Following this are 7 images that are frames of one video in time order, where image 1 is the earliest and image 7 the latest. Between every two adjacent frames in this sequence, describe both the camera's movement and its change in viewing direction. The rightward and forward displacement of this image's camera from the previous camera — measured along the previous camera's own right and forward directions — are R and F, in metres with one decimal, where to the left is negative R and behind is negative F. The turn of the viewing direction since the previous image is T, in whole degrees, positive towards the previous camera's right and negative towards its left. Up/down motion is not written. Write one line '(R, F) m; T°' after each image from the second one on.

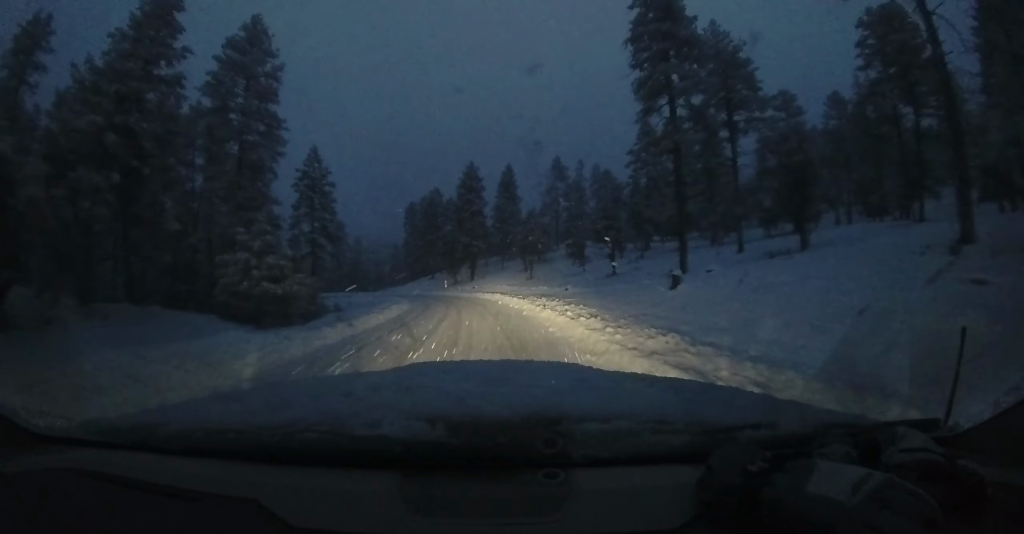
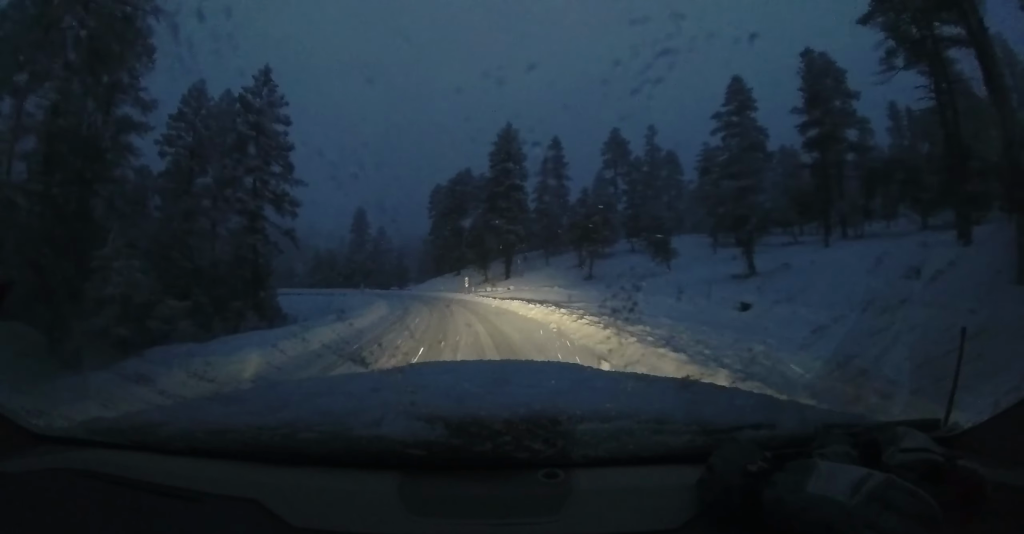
(-1.5, +18.2) m; -9°
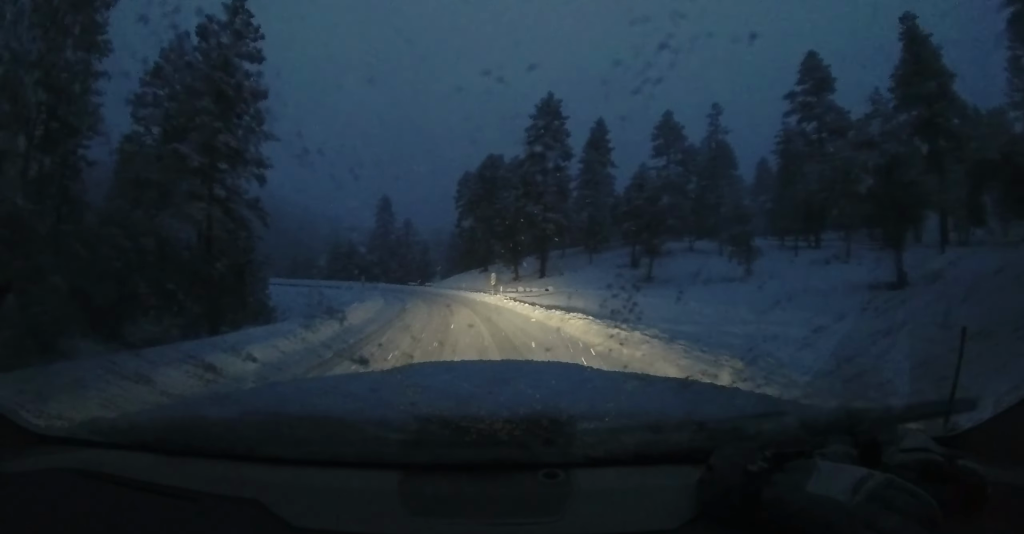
(-0.2, +8.6) m; -5°
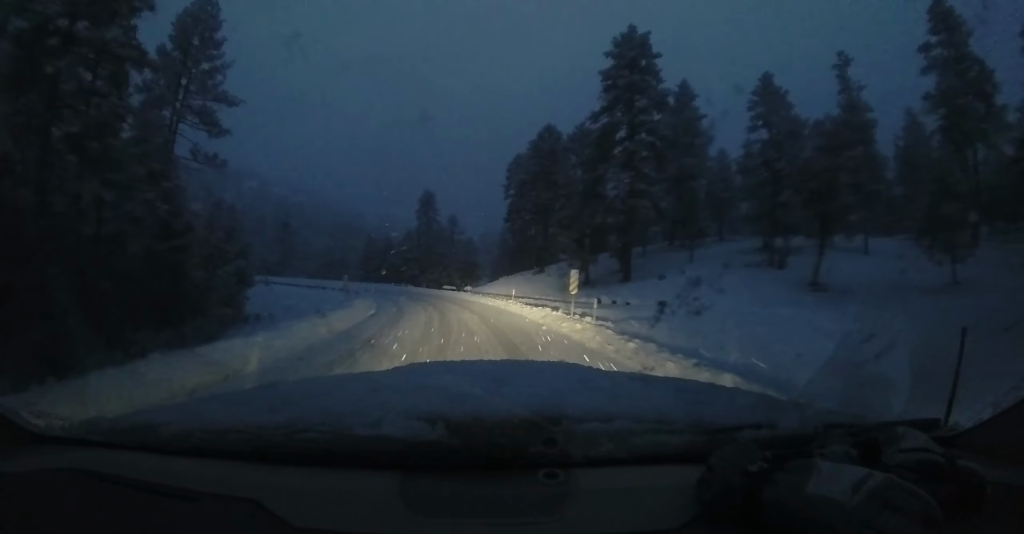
(-1.2, +14.6) m; -6°
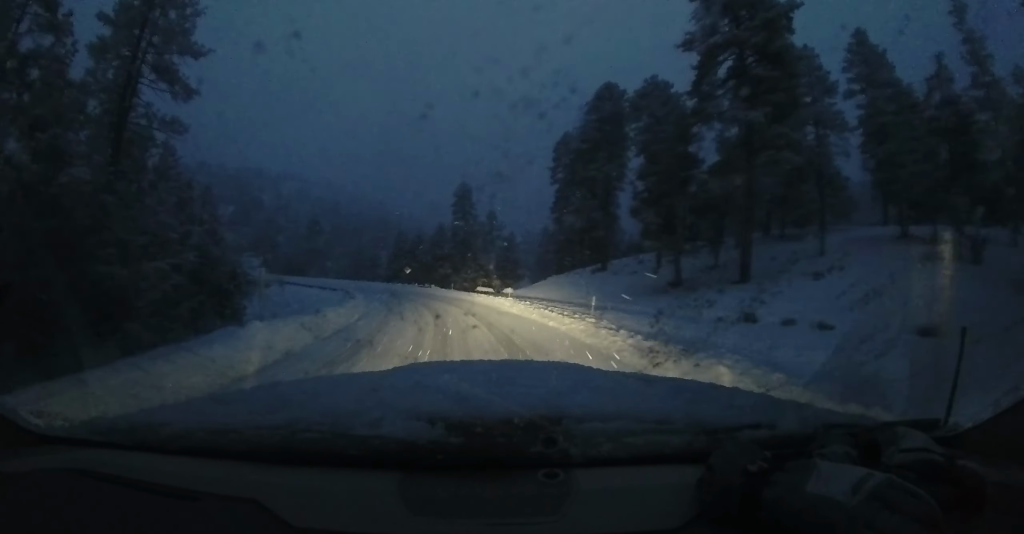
(-0.2, +10.7) m; -4°
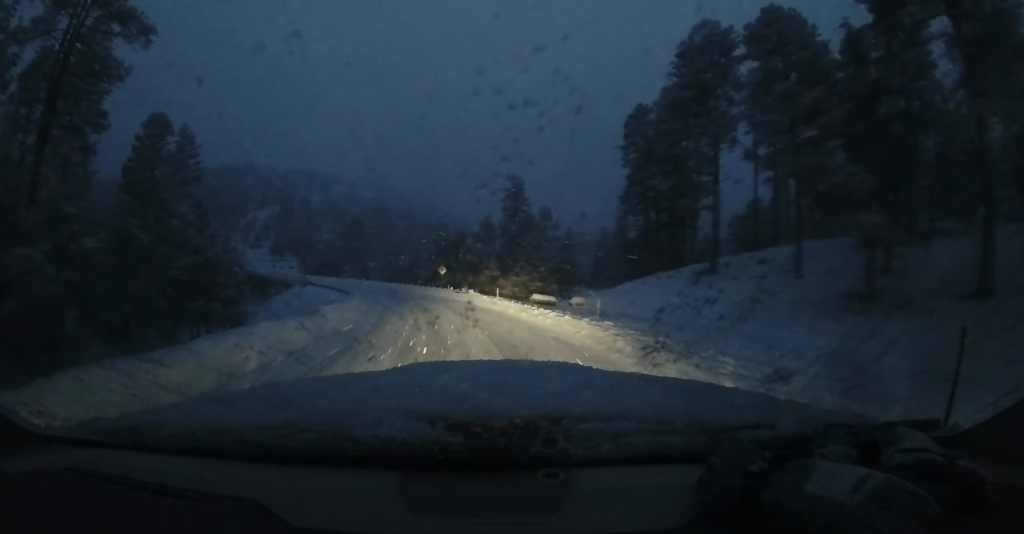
(-0.7, +11.4) m; -13°
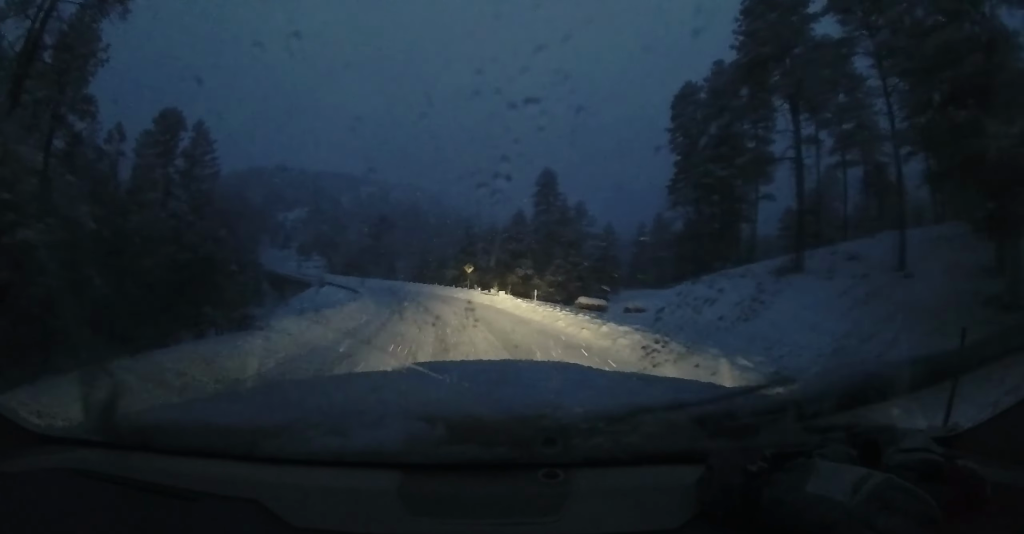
(-0.6, +5.0) m; -4°
